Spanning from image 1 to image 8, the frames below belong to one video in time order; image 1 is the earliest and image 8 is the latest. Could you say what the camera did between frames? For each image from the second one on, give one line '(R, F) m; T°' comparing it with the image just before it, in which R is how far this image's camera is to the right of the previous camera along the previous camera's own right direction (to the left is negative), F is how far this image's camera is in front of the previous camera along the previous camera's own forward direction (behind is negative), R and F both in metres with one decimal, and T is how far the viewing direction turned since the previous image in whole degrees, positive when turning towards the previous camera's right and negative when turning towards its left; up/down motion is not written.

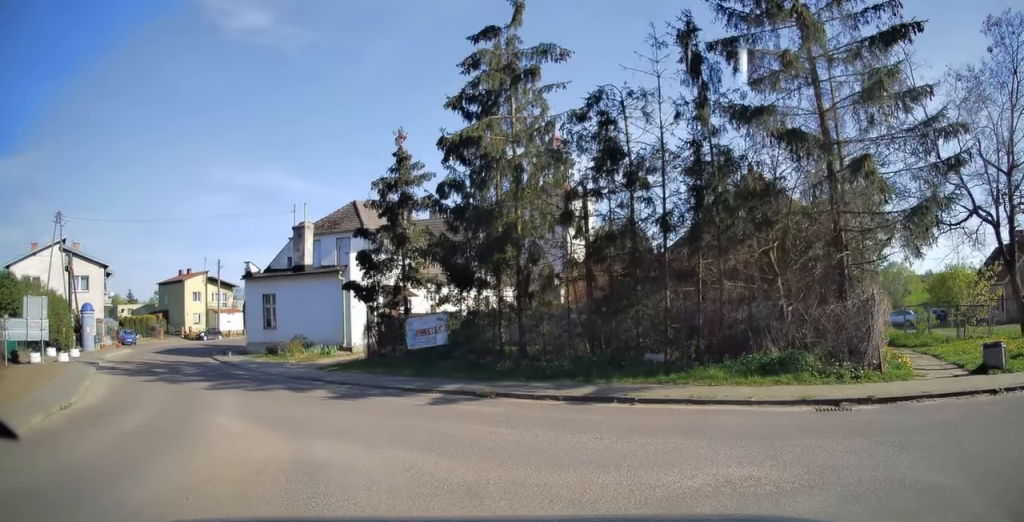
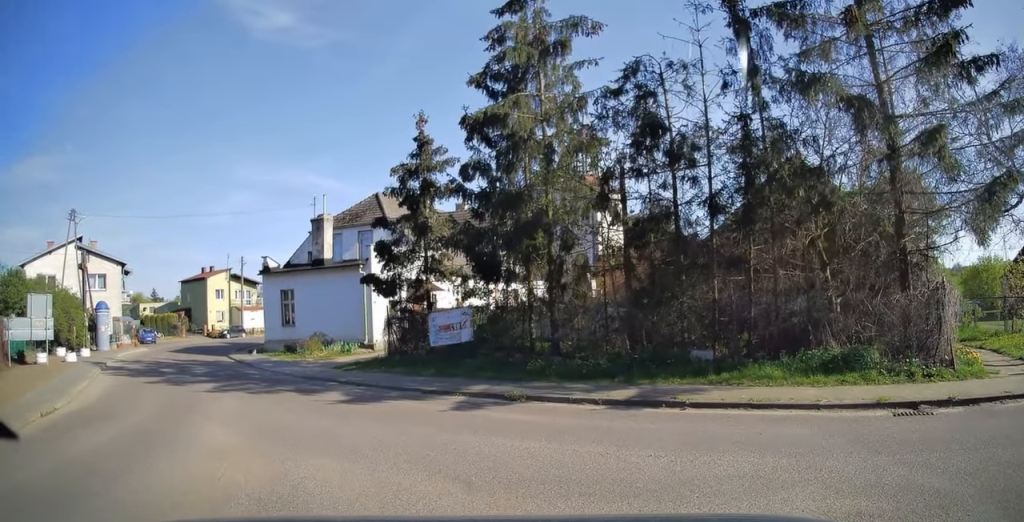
(-0.1, +1.6) m; -2°
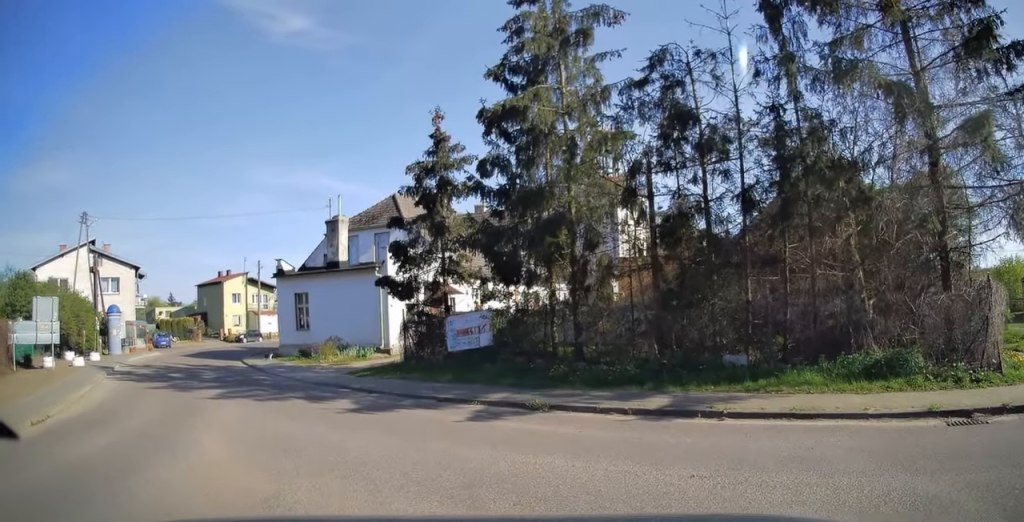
(0.0, +0.9) m; -4°
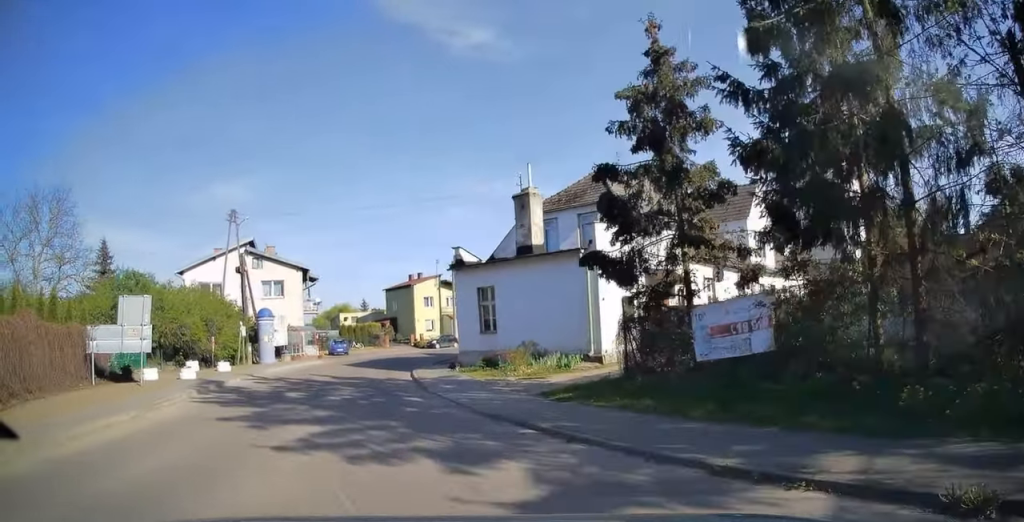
(-1.1, +5.2) m; -22°
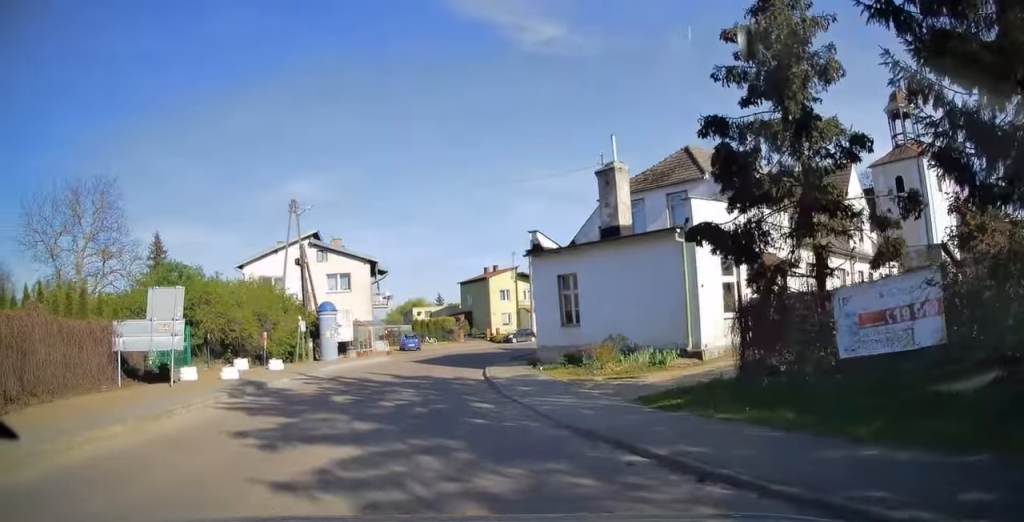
(-0.2, +2.4) m; -2°
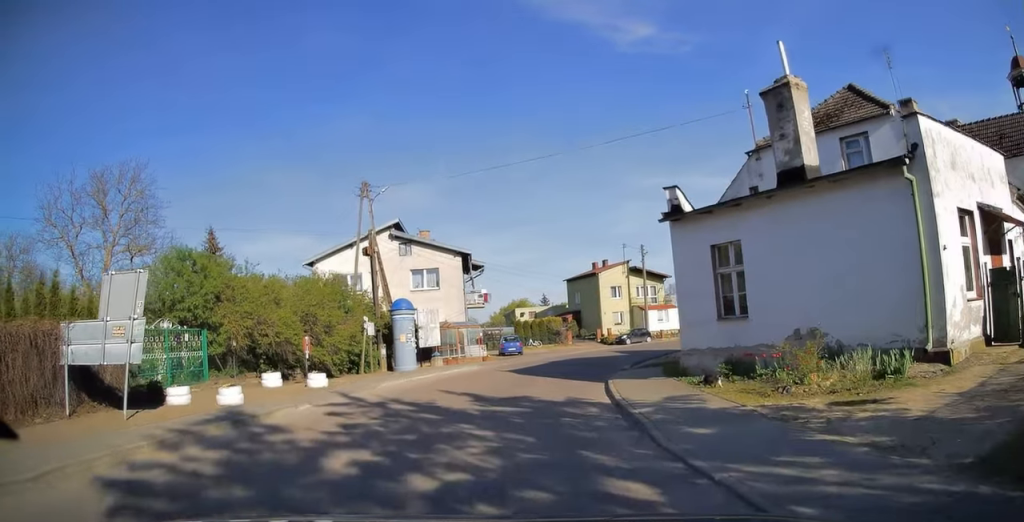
(0.0, +6.3) m; -5°
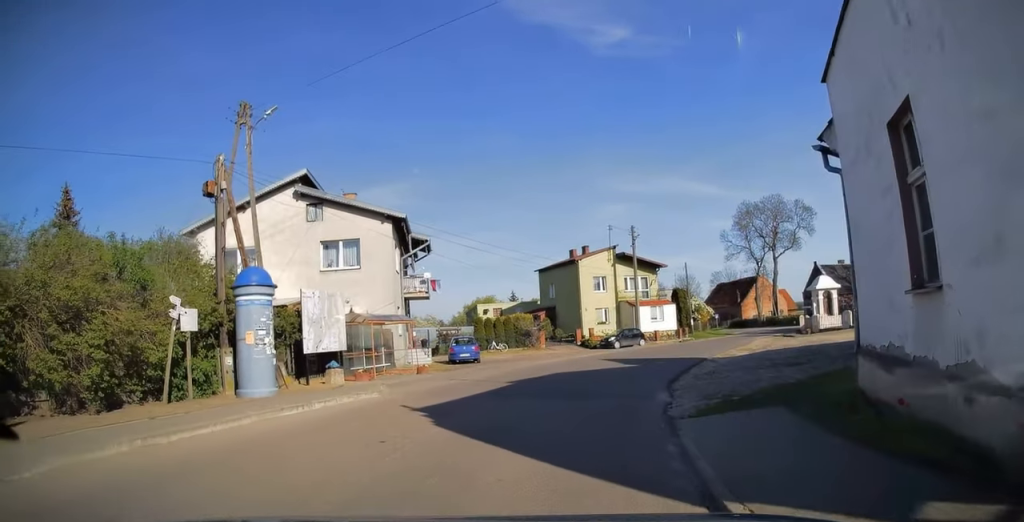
(-0.6, +11.7) m; +1°
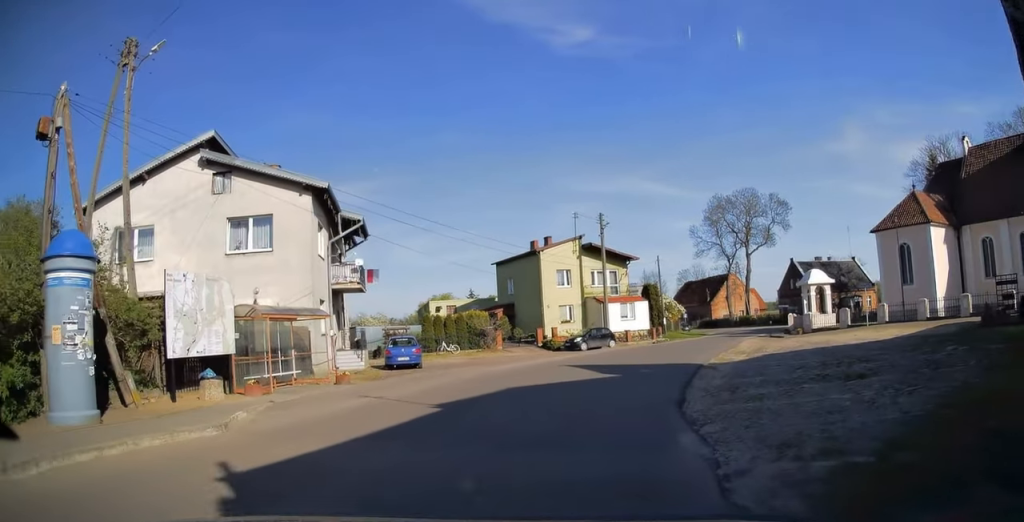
(+0.1, +5.4) m; +5°
